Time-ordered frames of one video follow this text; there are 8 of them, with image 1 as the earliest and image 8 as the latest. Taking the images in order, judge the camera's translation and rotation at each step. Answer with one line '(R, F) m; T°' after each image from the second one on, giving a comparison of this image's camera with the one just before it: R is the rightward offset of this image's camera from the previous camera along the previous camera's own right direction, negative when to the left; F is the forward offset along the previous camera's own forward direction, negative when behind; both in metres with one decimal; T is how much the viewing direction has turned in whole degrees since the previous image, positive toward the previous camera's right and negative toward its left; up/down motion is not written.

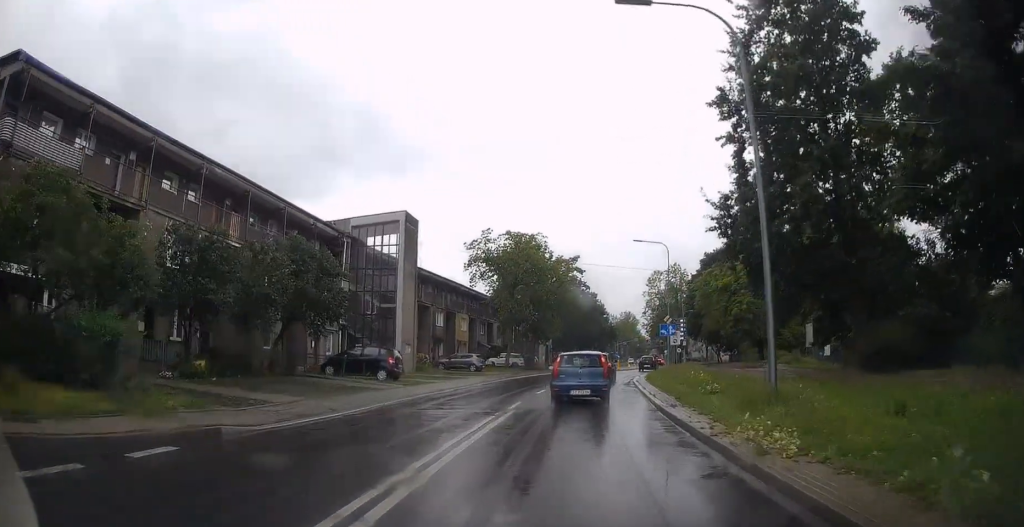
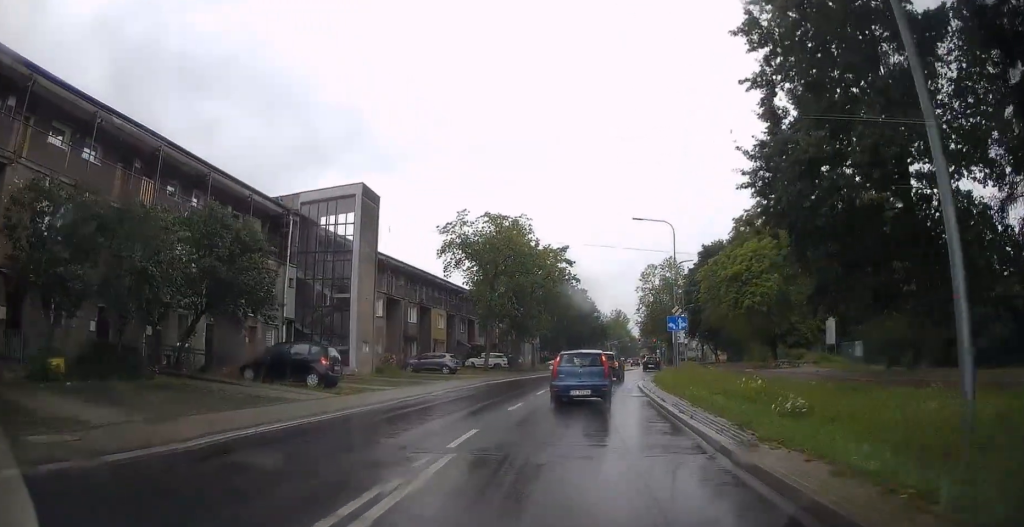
(+0.2, +6.8) m; +2°
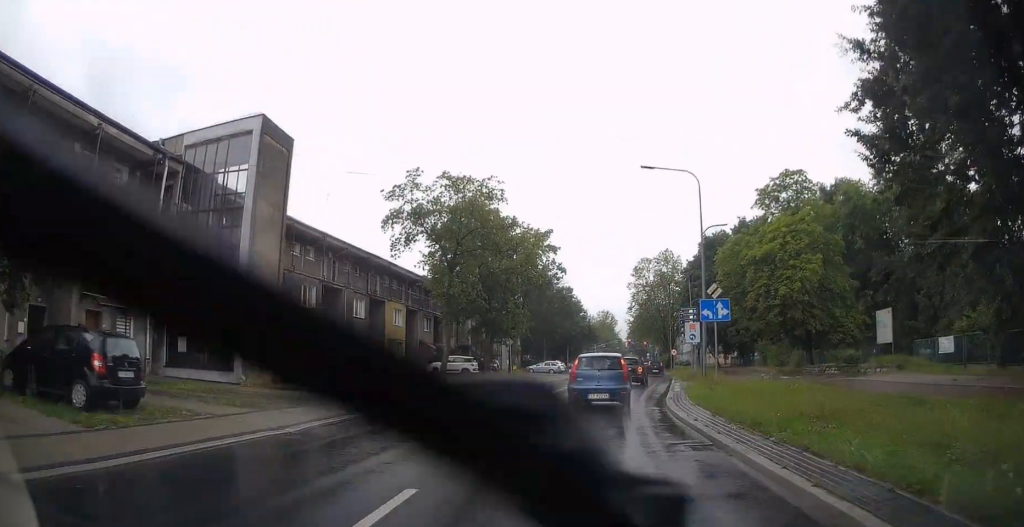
(+0.3, +10.9) m; +3°
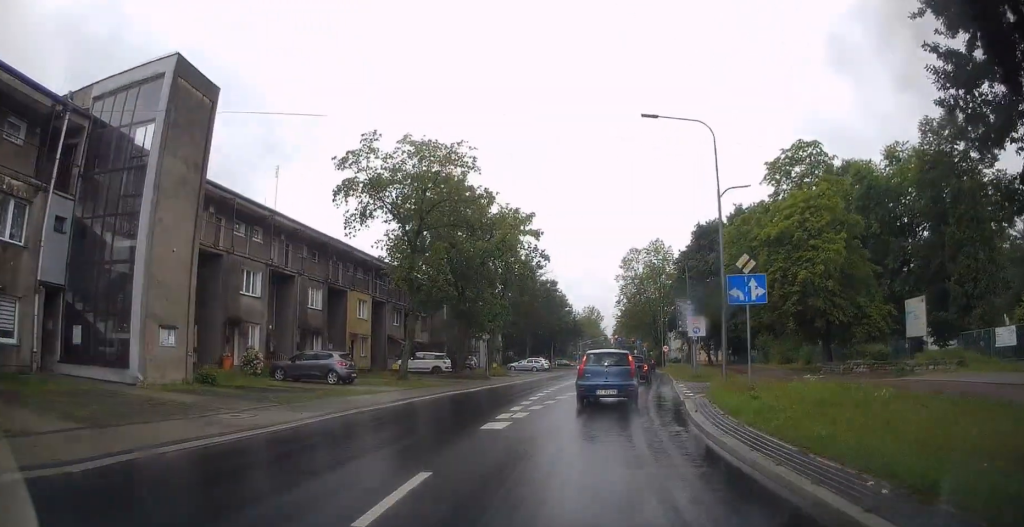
(+0.1, +5.5) m; +2°
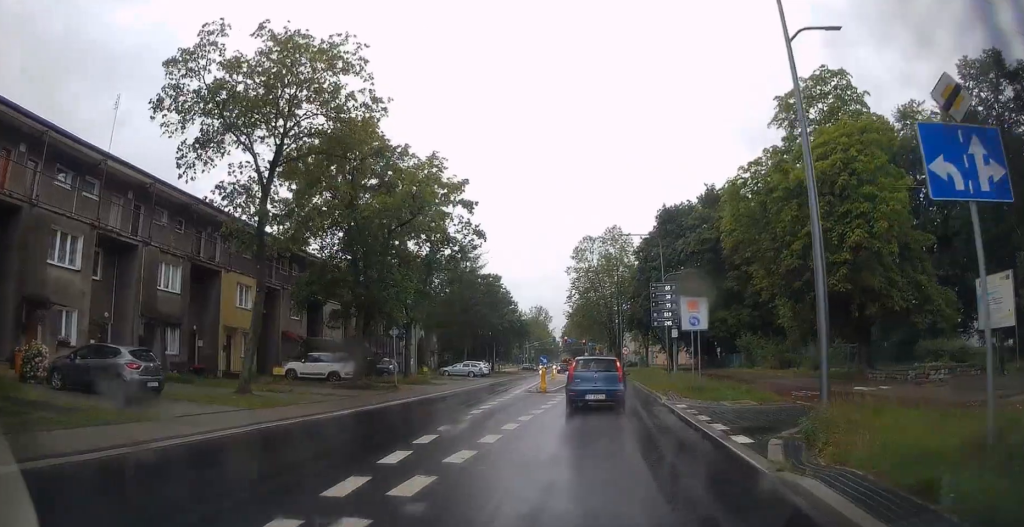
(+0.5, +11.2) m; +7°
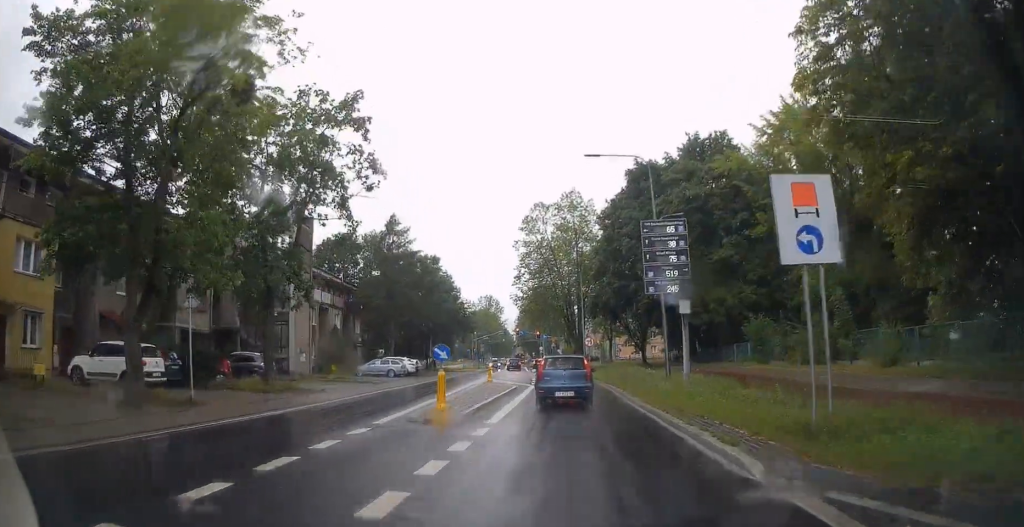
(+0.9, +14.2) m; +4°
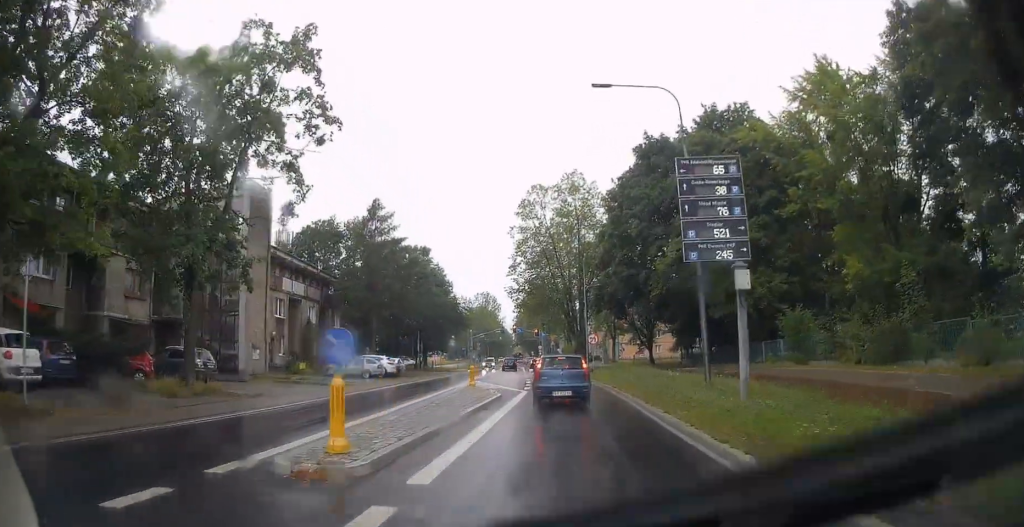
(0.0, +6.2) m; -1°
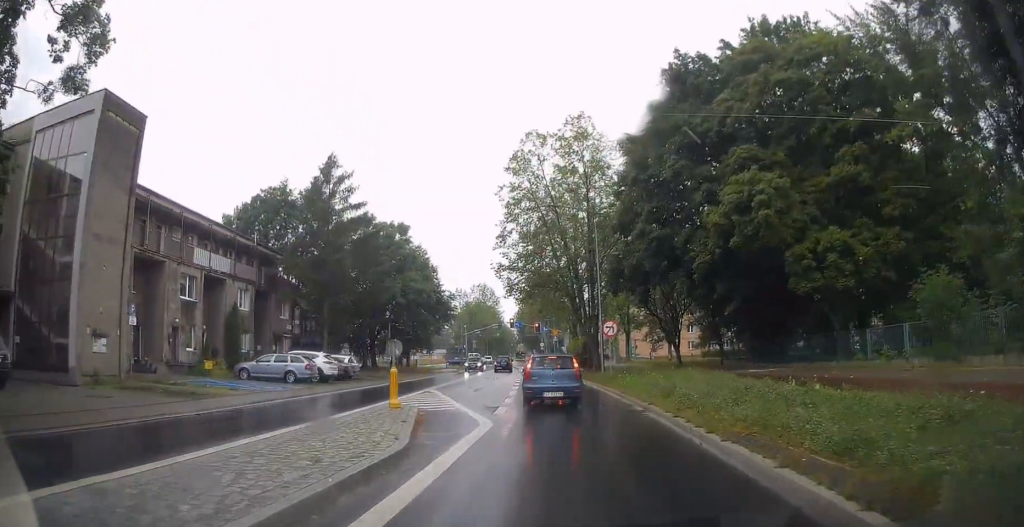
(-0.4, +12.4) m; -5°
